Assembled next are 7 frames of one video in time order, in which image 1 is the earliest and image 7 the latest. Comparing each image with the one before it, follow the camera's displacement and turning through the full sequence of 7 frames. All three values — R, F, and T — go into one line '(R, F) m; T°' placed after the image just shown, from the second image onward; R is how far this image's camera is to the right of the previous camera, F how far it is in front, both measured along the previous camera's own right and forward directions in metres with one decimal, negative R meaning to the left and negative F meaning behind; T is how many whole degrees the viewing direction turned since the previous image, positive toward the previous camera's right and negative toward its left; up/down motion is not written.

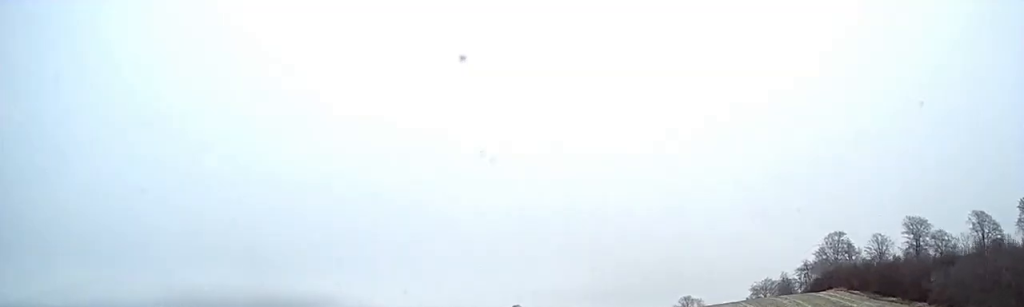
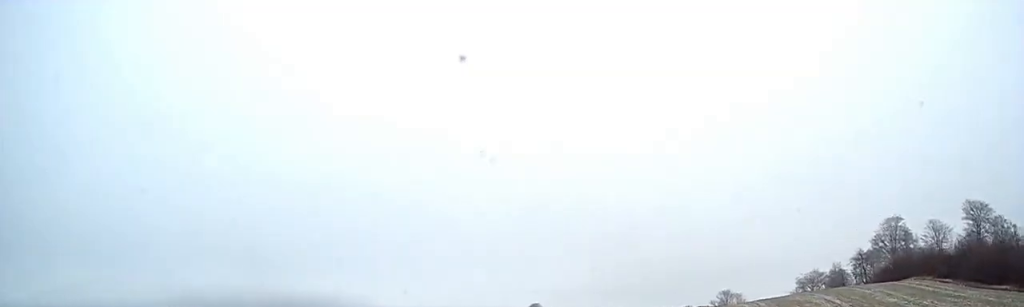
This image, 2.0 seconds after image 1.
(-0.3, +19.2) m; -2°
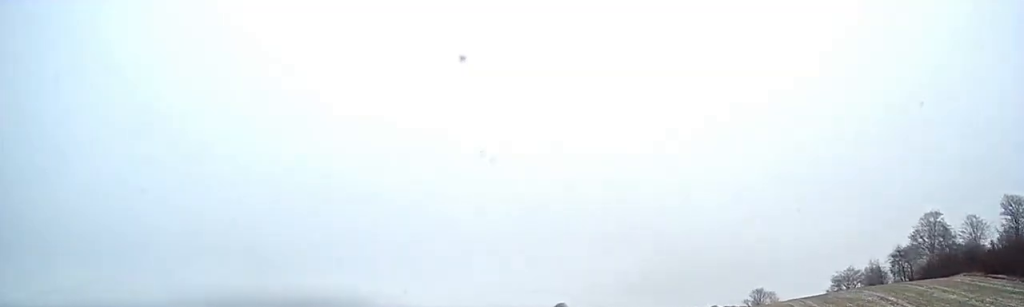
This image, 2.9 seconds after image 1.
(0.0, +5.8) m; 0°
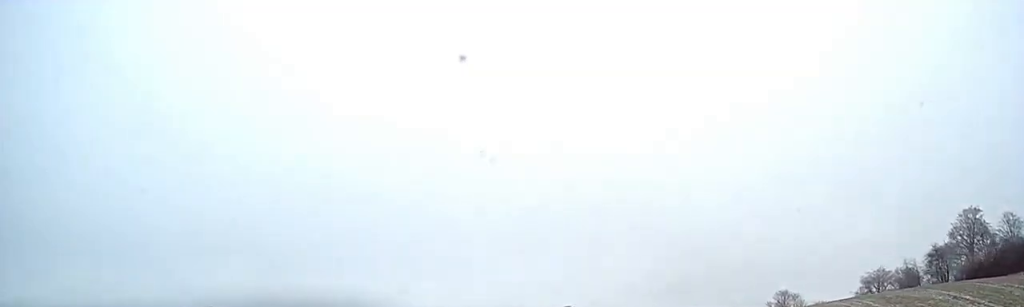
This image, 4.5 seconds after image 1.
(0.0, +10.0) m; 0°
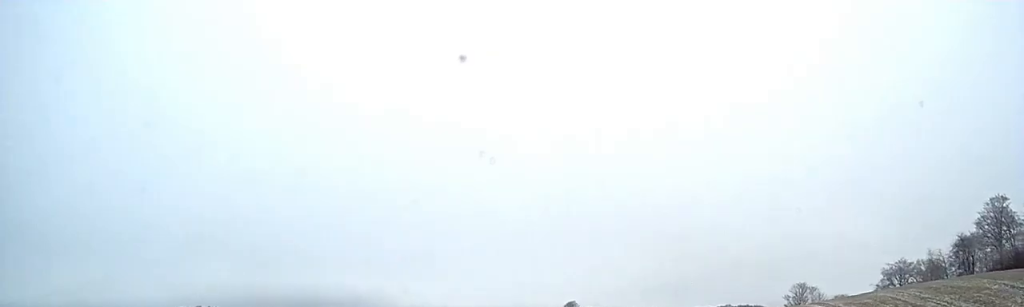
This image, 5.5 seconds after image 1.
(0.0, +6.9) m; 0°
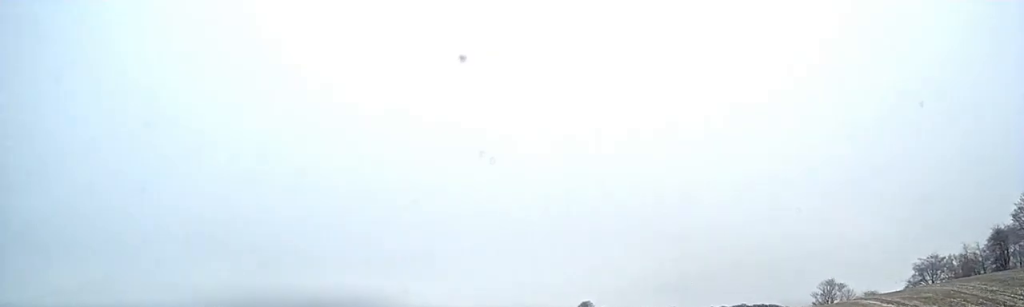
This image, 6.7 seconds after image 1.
(0.0, +9.0) m; -2°
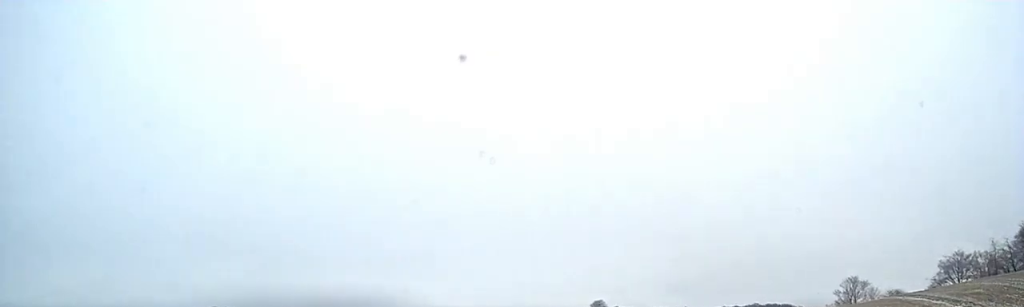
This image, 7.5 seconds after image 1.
(-0.1, +7.6) m; -2°
